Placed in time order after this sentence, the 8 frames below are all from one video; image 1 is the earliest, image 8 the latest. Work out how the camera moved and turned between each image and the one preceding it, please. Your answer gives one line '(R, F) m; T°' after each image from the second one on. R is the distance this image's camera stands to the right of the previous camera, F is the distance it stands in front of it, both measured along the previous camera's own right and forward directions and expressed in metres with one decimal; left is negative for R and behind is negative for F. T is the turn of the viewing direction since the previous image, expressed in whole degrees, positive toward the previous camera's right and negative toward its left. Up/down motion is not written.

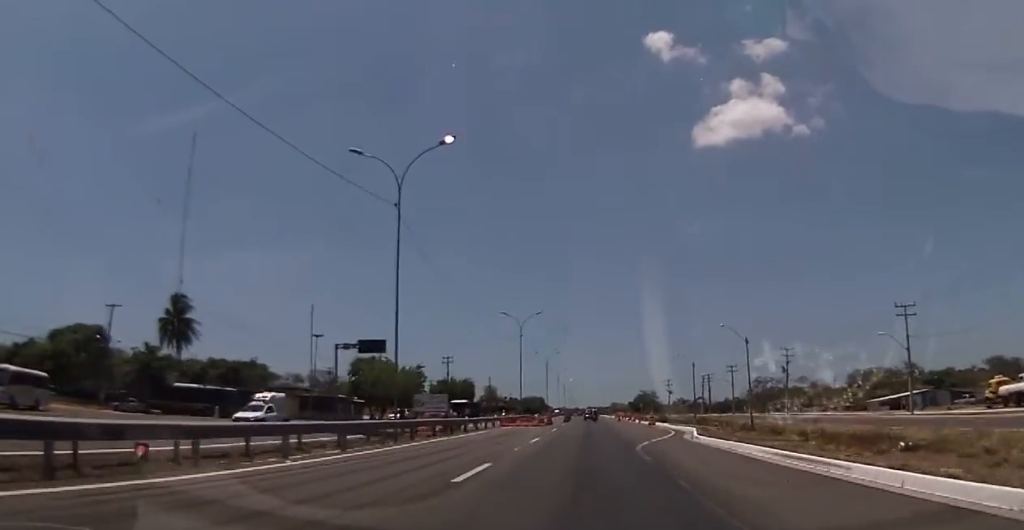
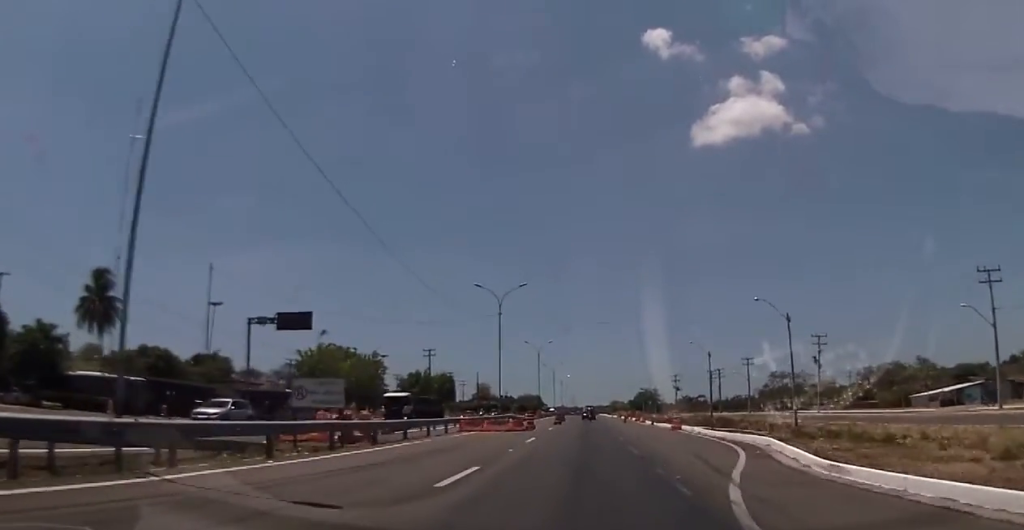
(+0.5, +17.0) m; +1°
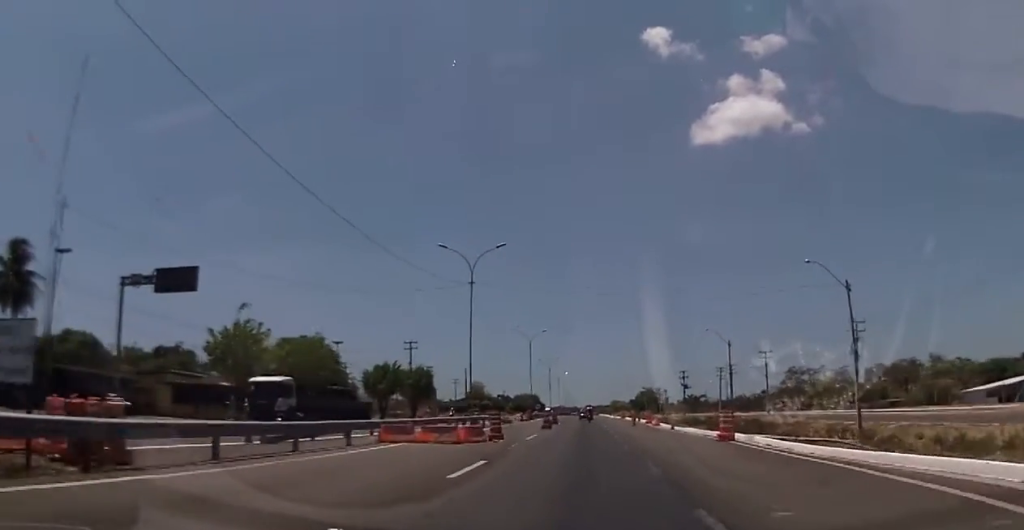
(-0.5, +14.4) m; -2°
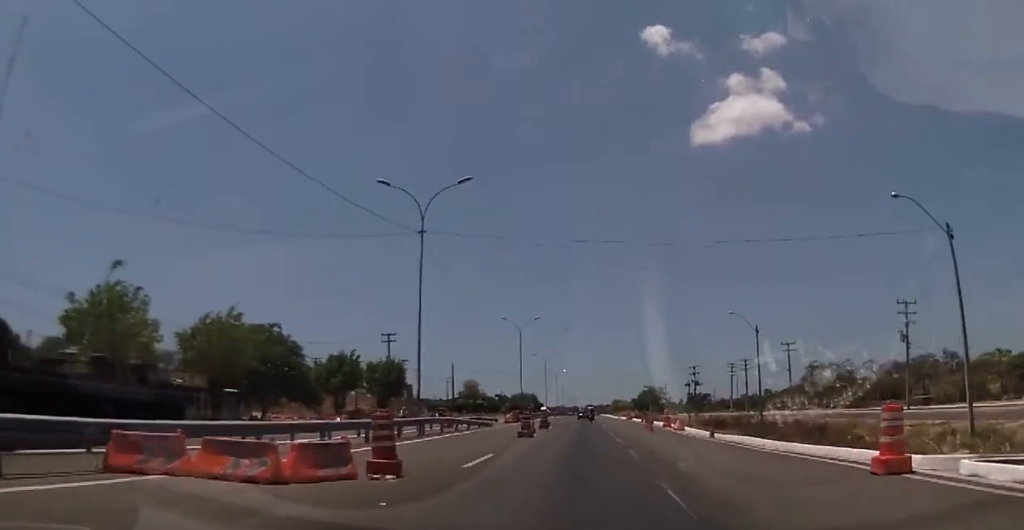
(+0.2, +14.2) m; +2°
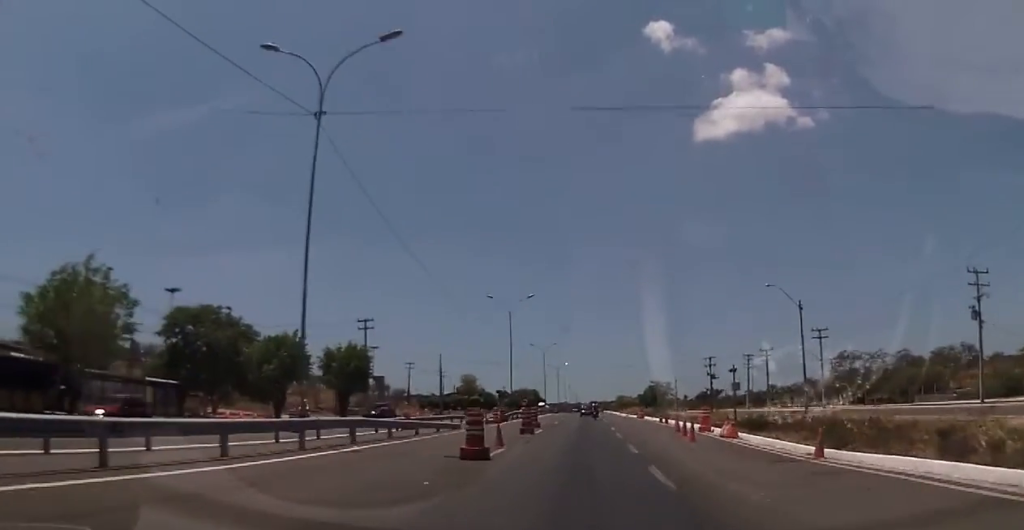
(+0.1, +15.3) m; -1°
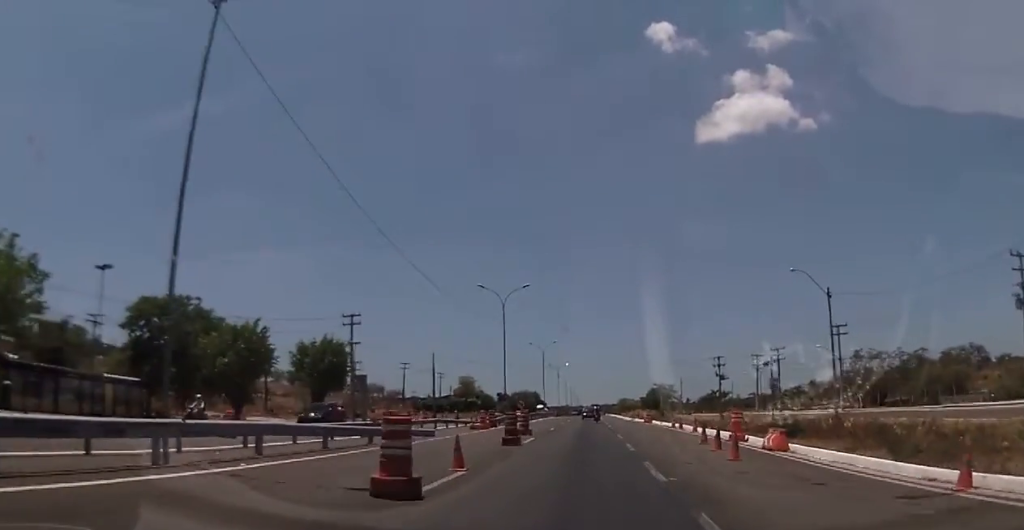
(-0.2, +8.3) m; -1°
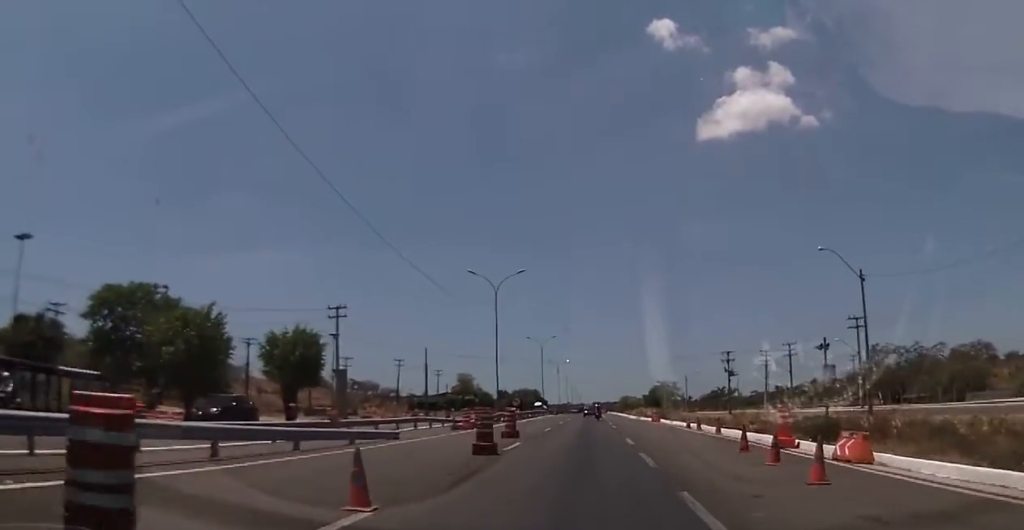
(0.0, +8.2) m; +1°
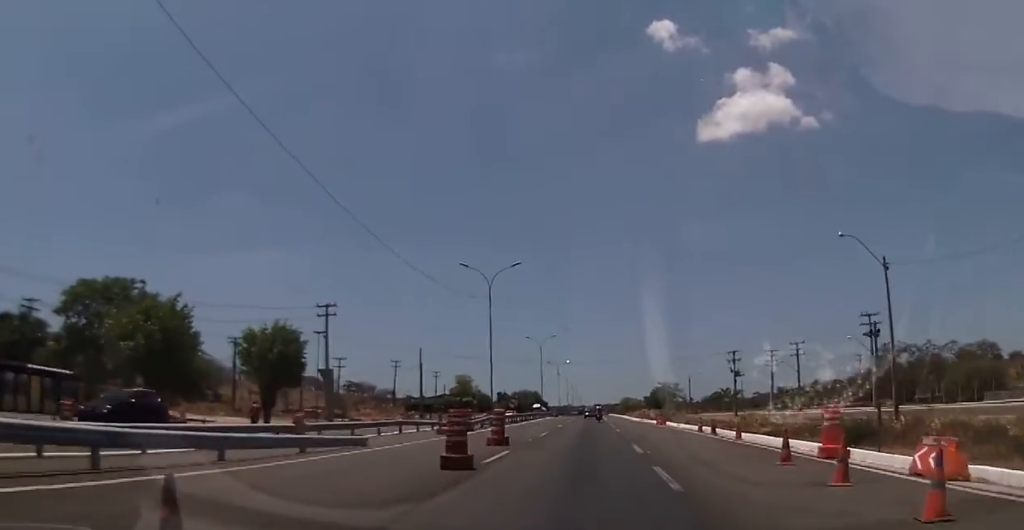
(0.0, +5.2) m; +1°
